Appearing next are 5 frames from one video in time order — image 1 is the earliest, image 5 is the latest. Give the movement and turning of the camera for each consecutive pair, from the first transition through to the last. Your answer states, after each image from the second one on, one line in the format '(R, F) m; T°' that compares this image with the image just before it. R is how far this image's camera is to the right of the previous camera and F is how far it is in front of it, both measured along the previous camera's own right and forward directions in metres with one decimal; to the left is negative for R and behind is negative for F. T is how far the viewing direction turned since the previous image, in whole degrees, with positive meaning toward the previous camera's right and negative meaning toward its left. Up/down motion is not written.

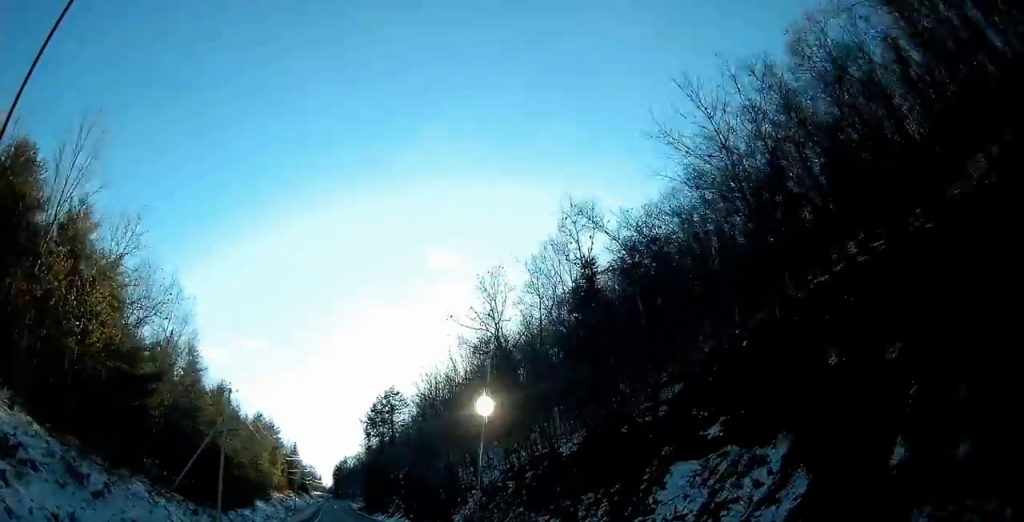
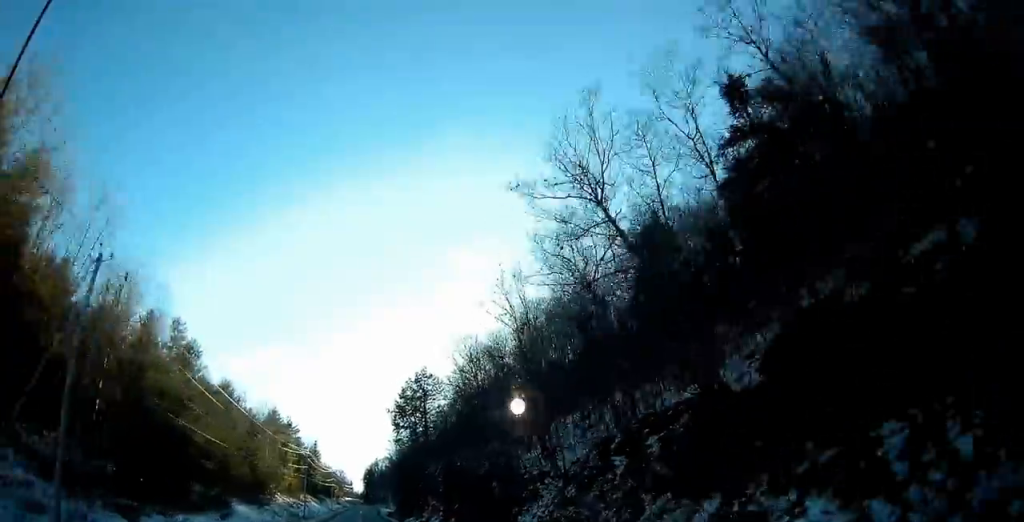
(-1.0, +22.5) m; -4°
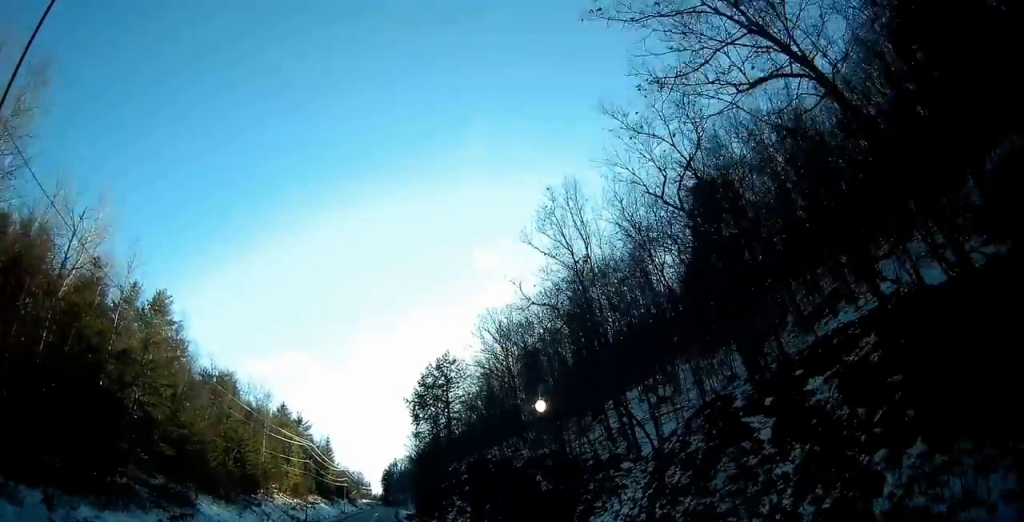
(0.0, +13.7) m; -2°
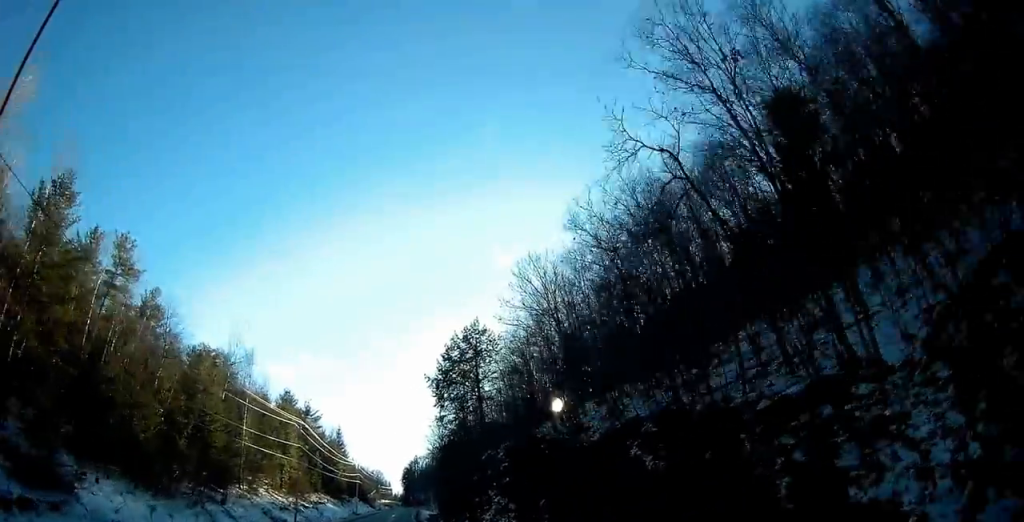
(-0.6, +18.6) m; -2°
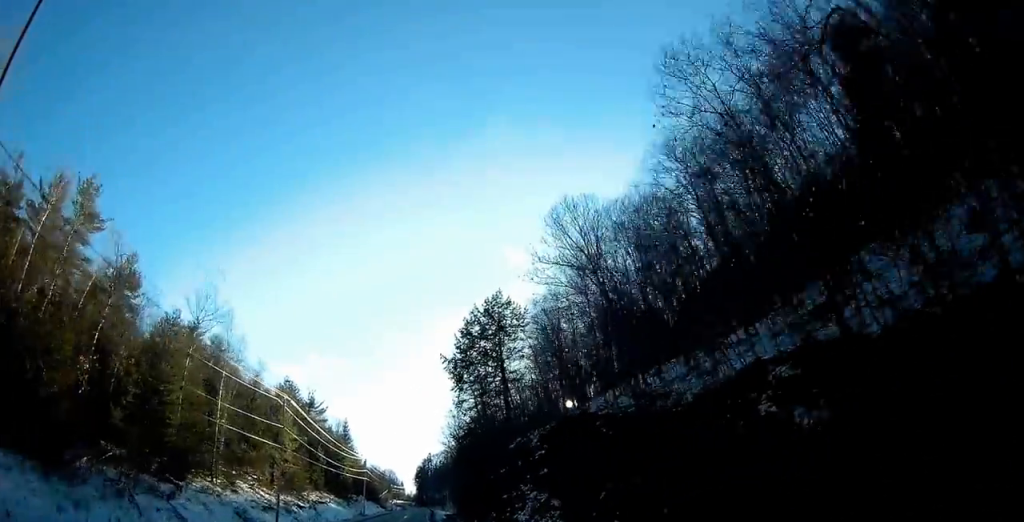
(-0.1, +12.4) m; -1°
